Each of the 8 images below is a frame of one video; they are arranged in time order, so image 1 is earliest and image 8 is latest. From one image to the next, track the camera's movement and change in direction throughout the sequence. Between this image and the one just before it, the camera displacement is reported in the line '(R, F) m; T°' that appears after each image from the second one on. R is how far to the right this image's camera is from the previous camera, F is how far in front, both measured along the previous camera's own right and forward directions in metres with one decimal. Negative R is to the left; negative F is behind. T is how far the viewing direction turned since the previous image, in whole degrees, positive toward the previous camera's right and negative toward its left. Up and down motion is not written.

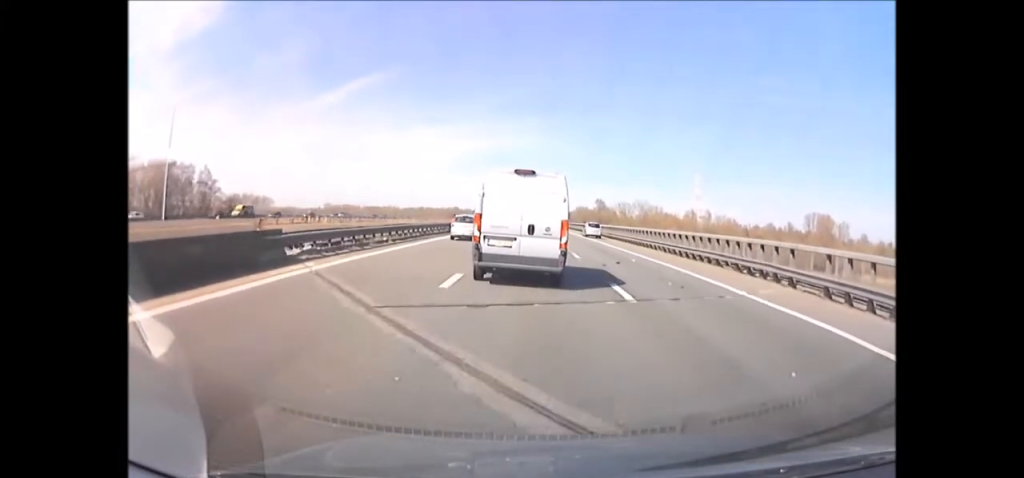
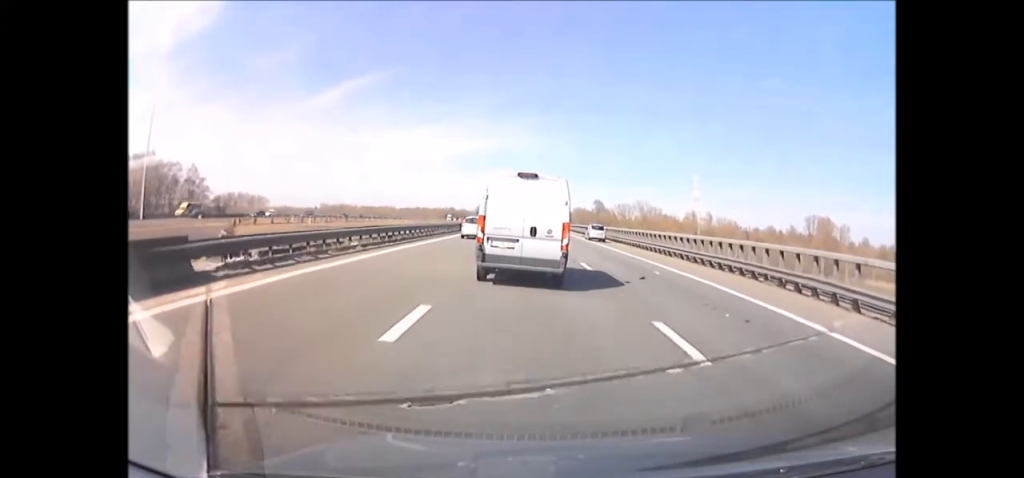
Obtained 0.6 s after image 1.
(+0.2, +4.3) m; +1°
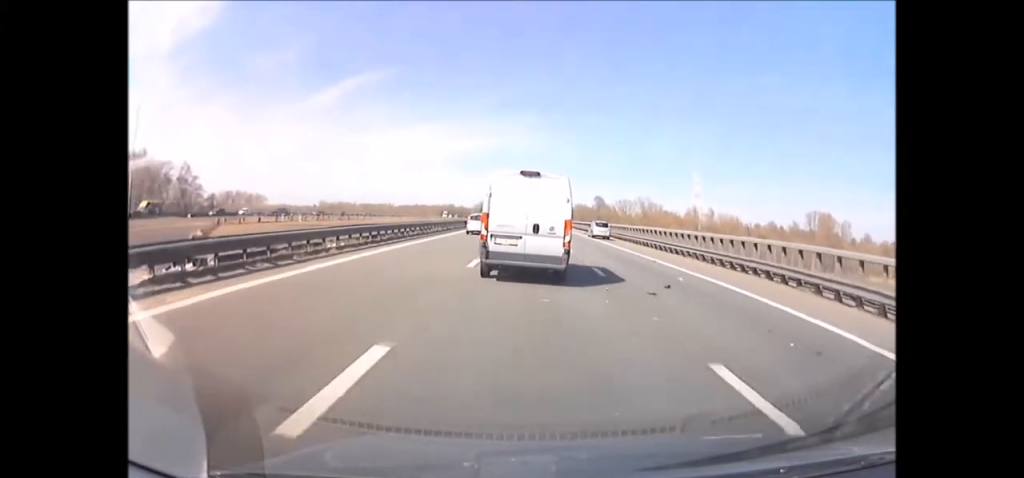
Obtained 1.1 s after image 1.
(0.0, +3.0) m; +1°
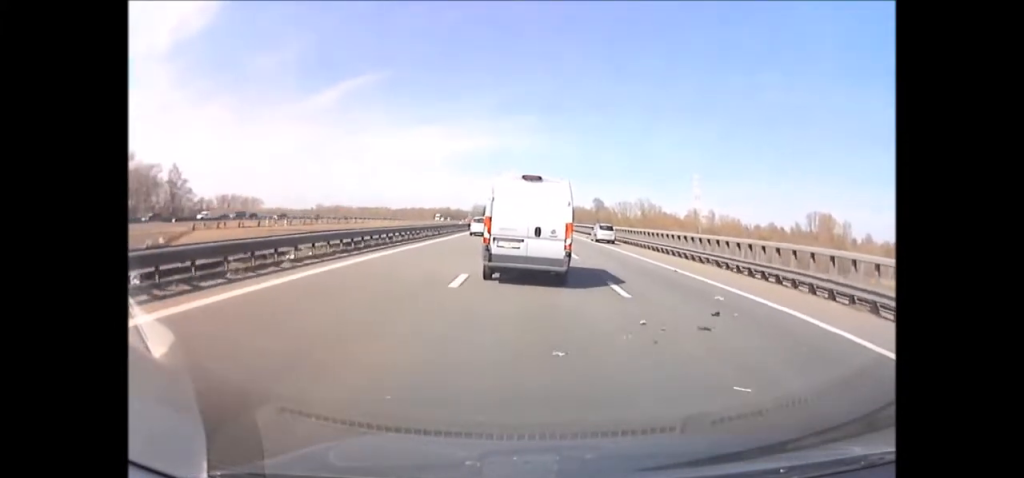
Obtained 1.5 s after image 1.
(0.0, +3.4) m; 0°
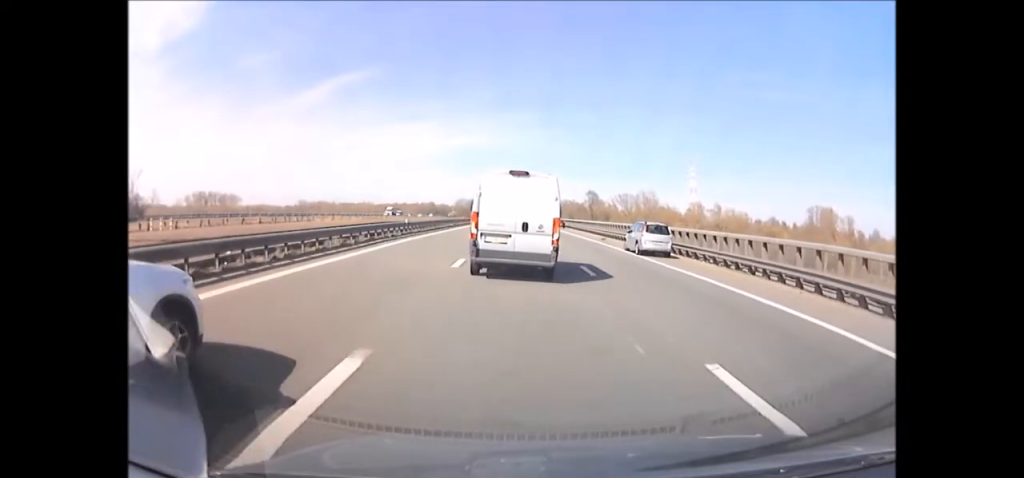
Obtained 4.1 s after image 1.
(0.0, +20.0) m; +1°
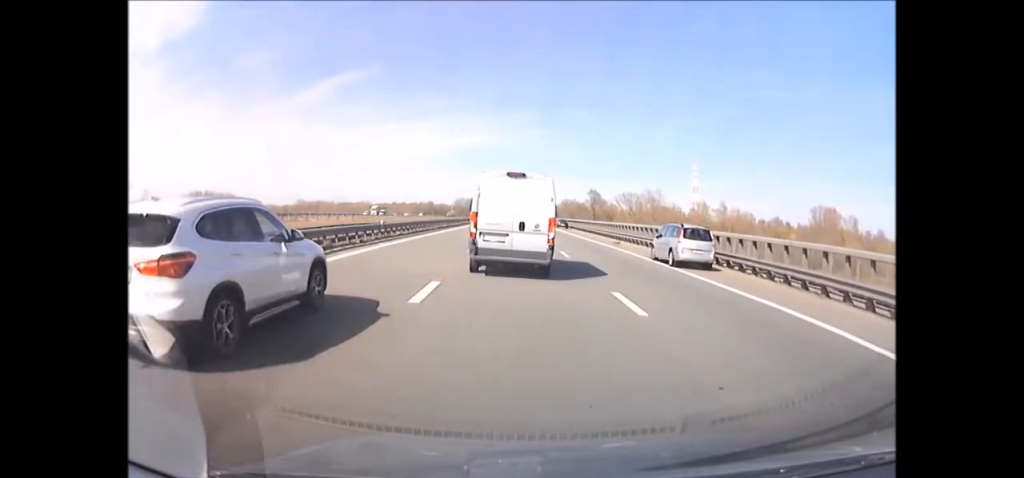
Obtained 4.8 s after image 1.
(+0.1, +6.1) m; 0°
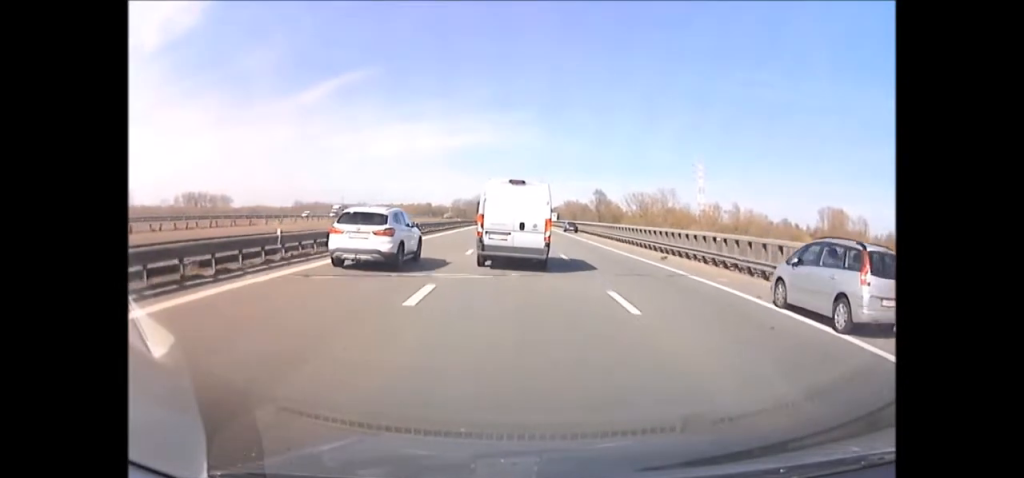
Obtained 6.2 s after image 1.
(0.0, +12.5) m; 0°
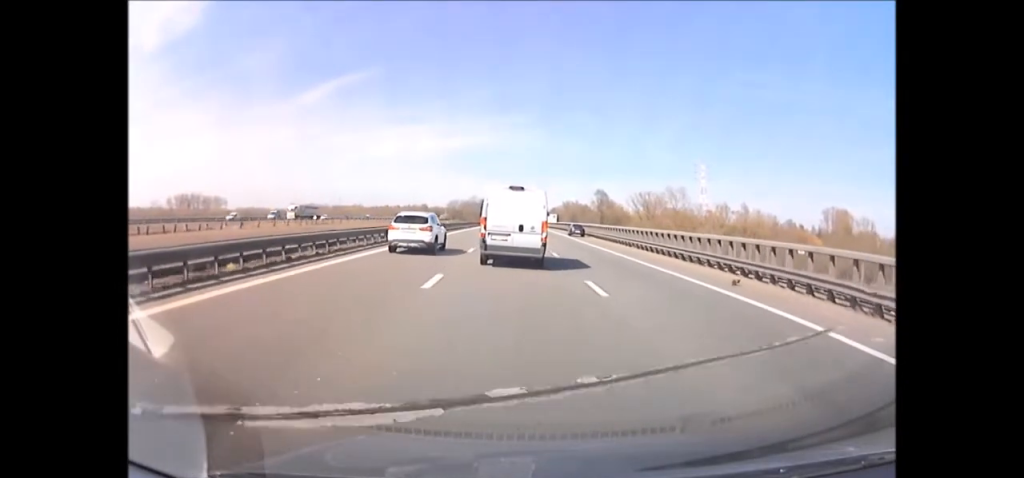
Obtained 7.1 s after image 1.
(0.0, +8.6) m; 0°
